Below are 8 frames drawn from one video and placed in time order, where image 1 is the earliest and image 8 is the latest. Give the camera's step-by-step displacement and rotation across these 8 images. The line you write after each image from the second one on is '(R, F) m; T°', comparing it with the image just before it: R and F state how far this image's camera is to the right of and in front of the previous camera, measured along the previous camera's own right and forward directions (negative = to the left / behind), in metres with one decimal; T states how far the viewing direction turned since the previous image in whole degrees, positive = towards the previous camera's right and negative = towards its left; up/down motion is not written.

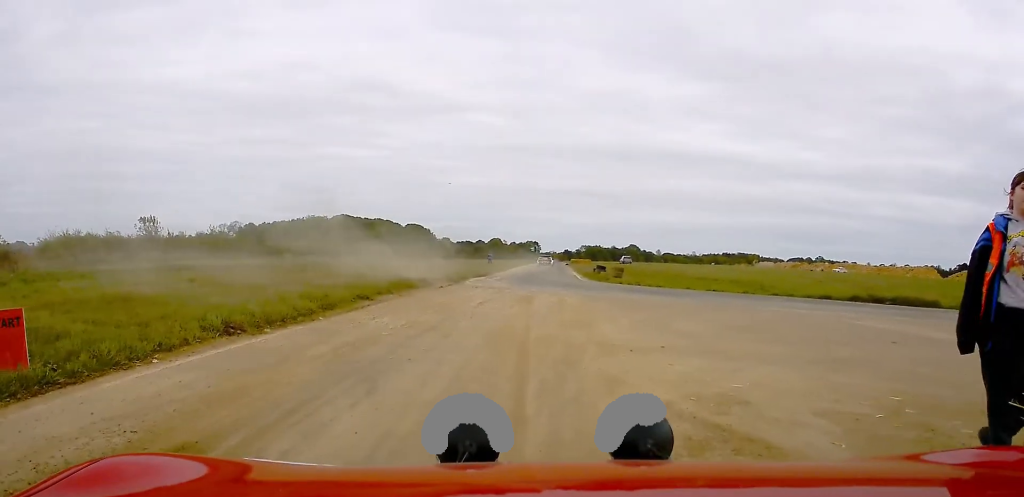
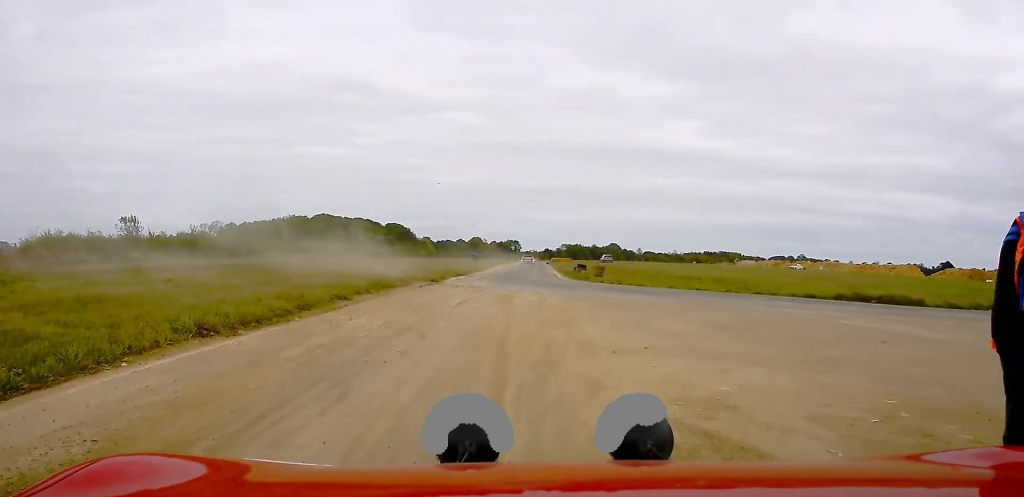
(+0.1, +0.2) m; 0°
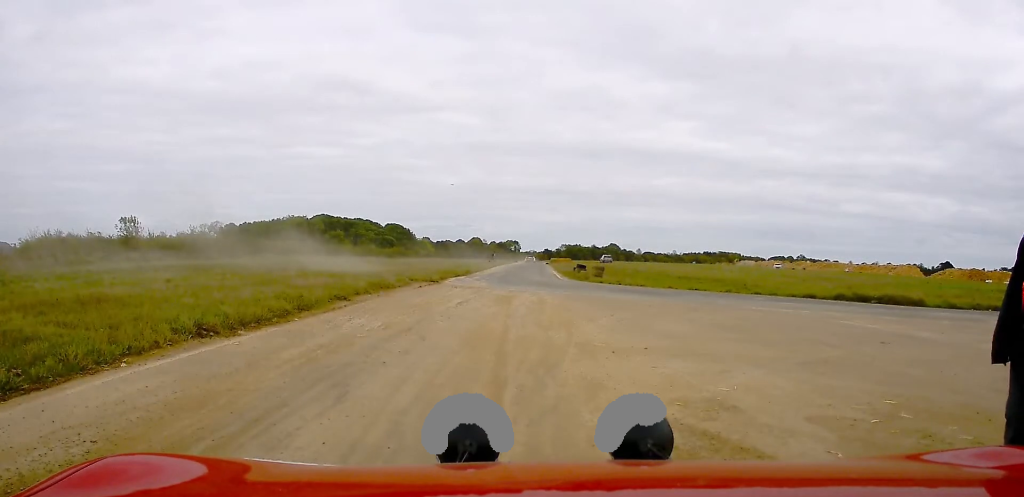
(0.0, 0.0) m; 0°
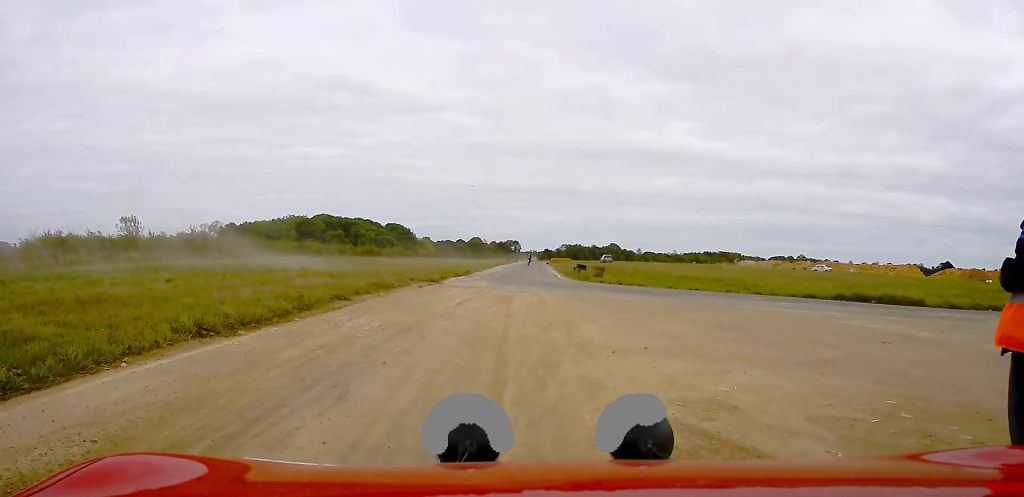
(0.0, 0.0) m; 0°
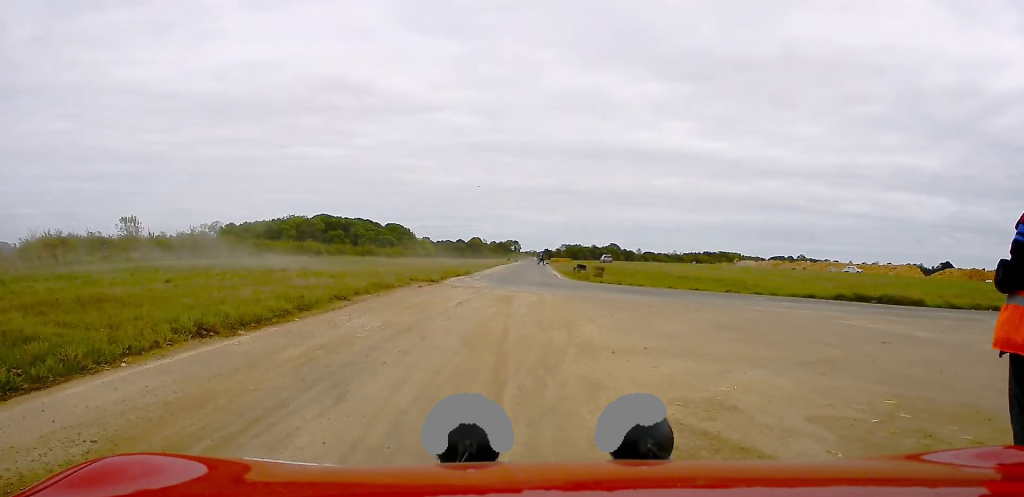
(0.0, 0.0) m; 0°
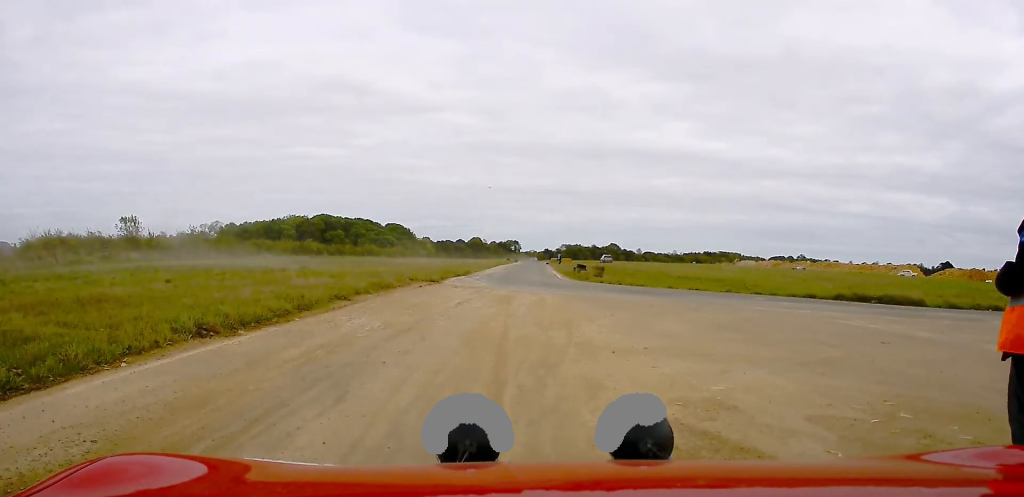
(0.0, 0.0) m; 0°
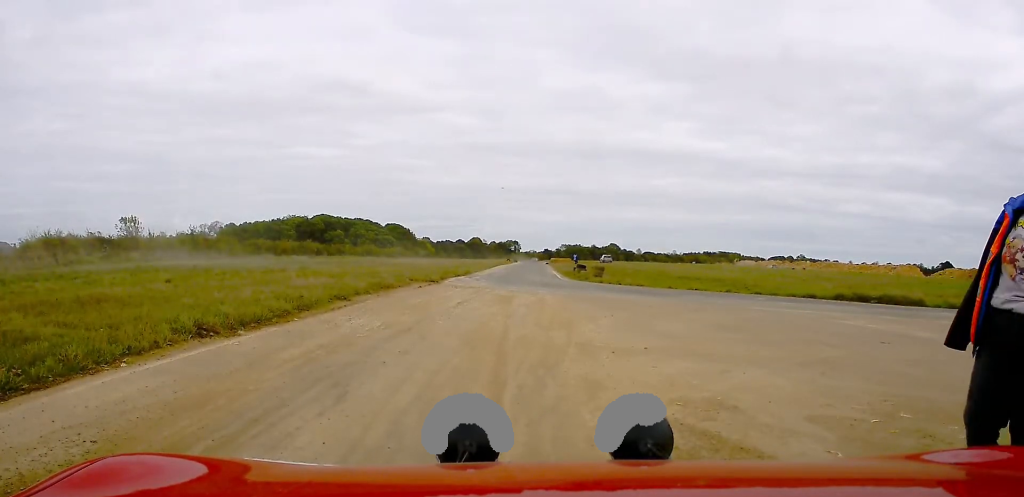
(0.0, 0.0) m; 0°
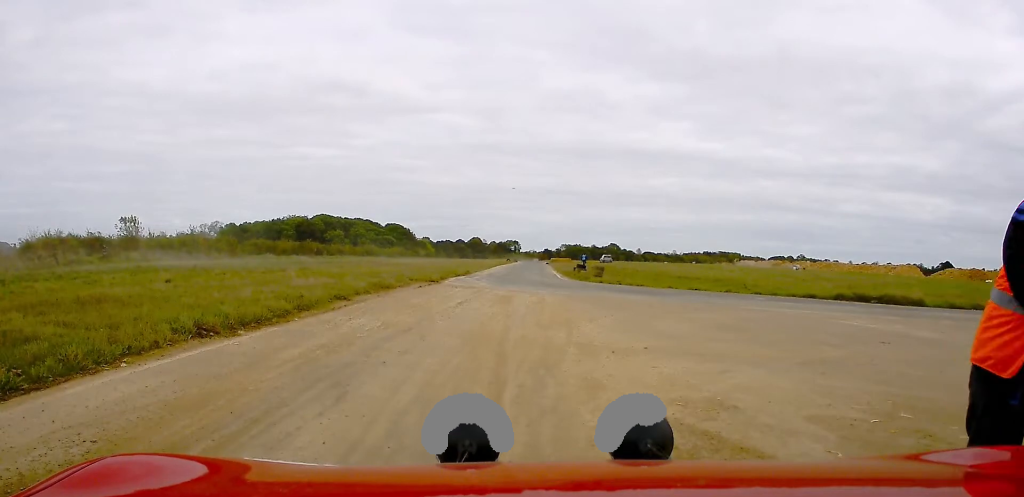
(0.0, 0.0) m; 0°
